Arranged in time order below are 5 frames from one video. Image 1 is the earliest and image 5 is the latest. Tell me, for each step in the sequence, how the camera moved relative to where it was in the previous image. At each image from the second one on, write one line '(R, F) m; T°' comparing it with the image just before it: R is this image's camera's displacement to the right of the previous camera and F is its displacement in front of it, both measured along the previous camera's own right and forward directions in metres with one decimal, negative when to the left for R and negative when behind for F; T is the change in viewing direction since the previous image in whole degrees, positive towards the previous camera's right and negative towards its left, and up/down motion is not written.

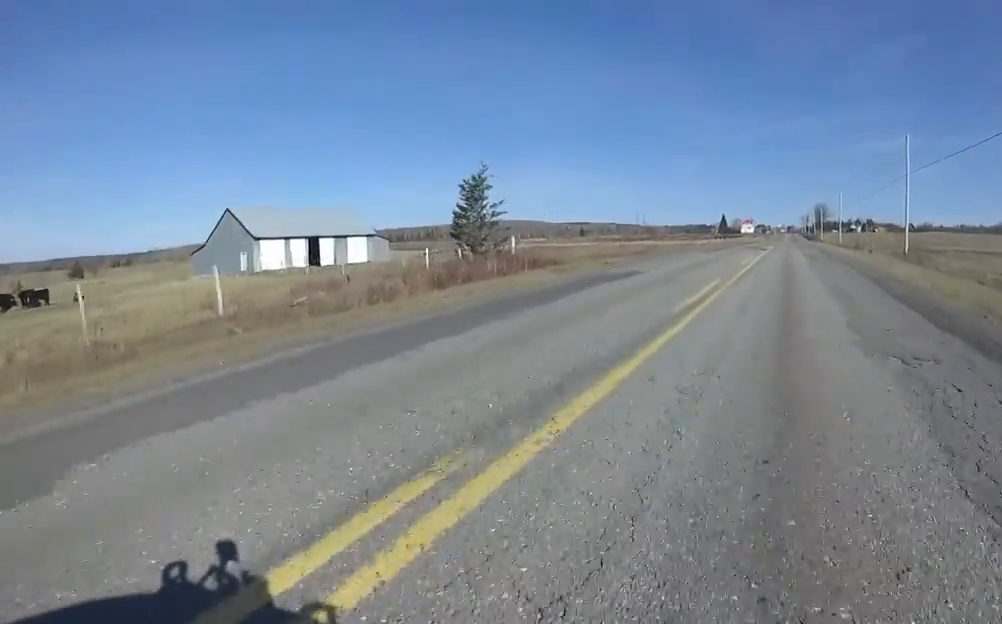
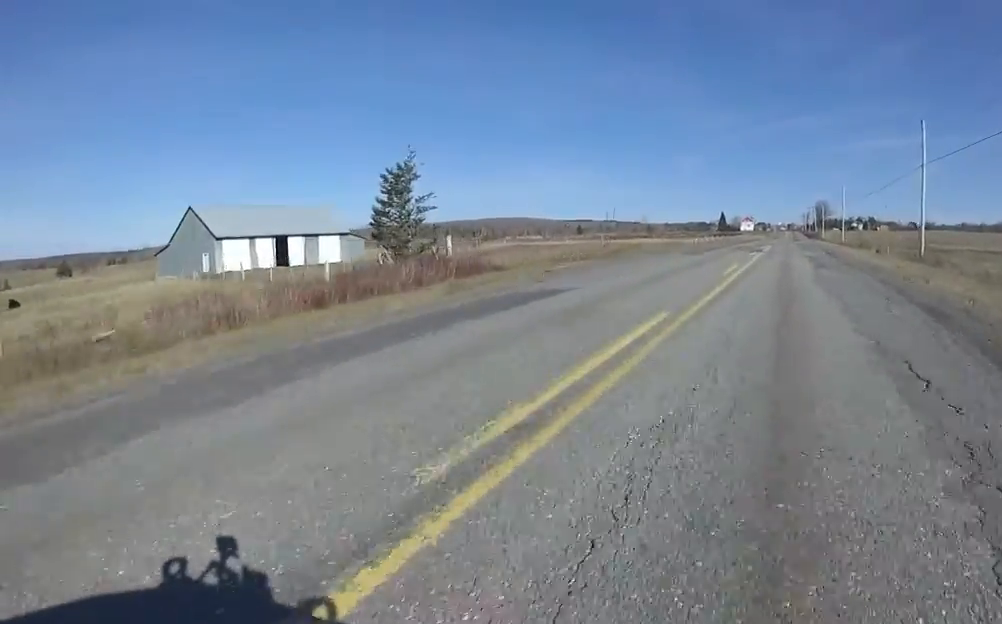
(+0.5, +5.1) m; +4°
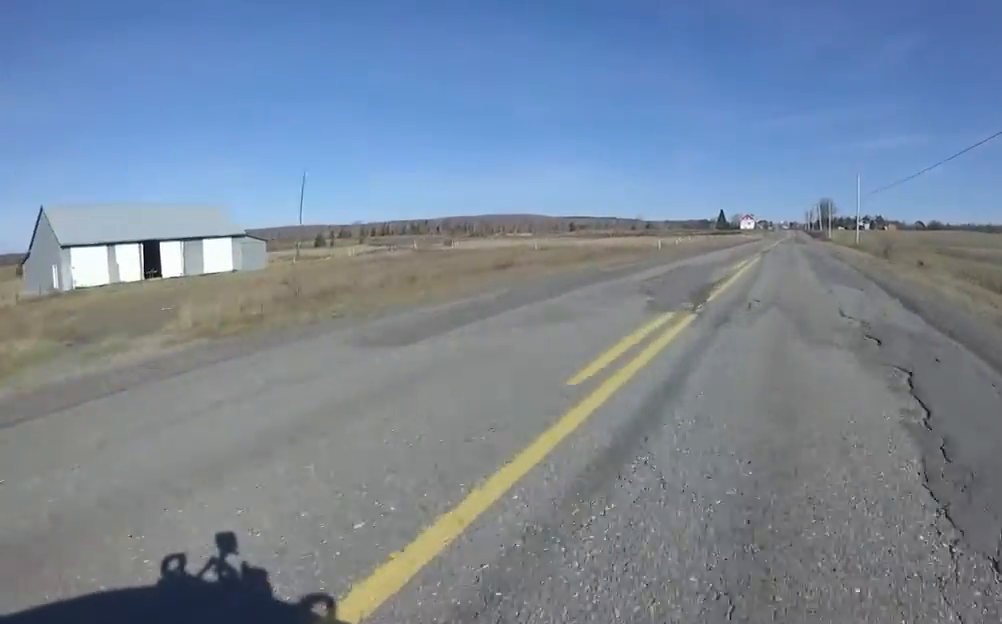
(+1.0, +16.1) m; -2°
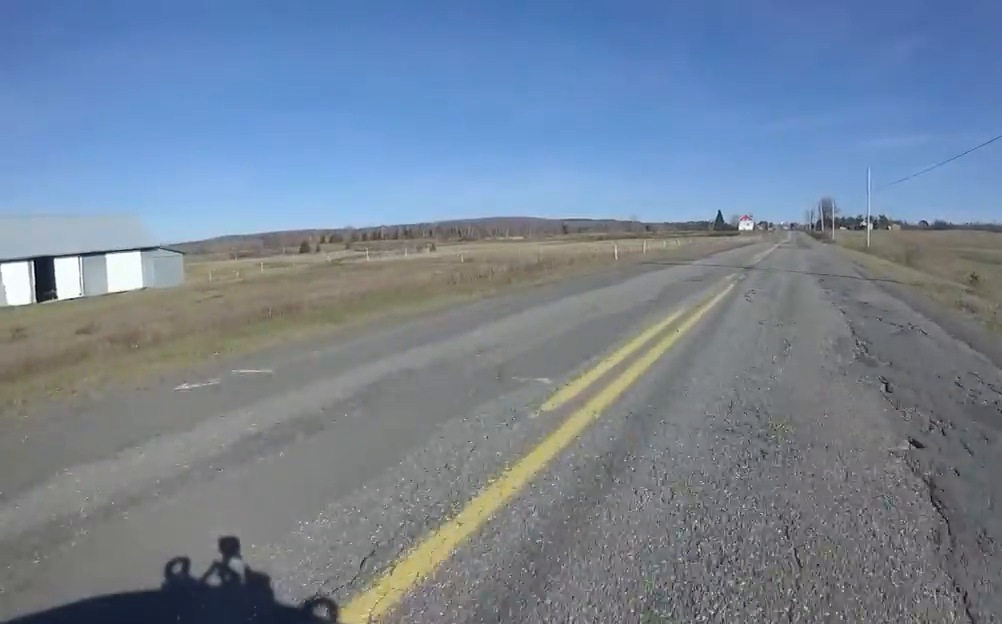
(-0.6, +9.7) m; +1°
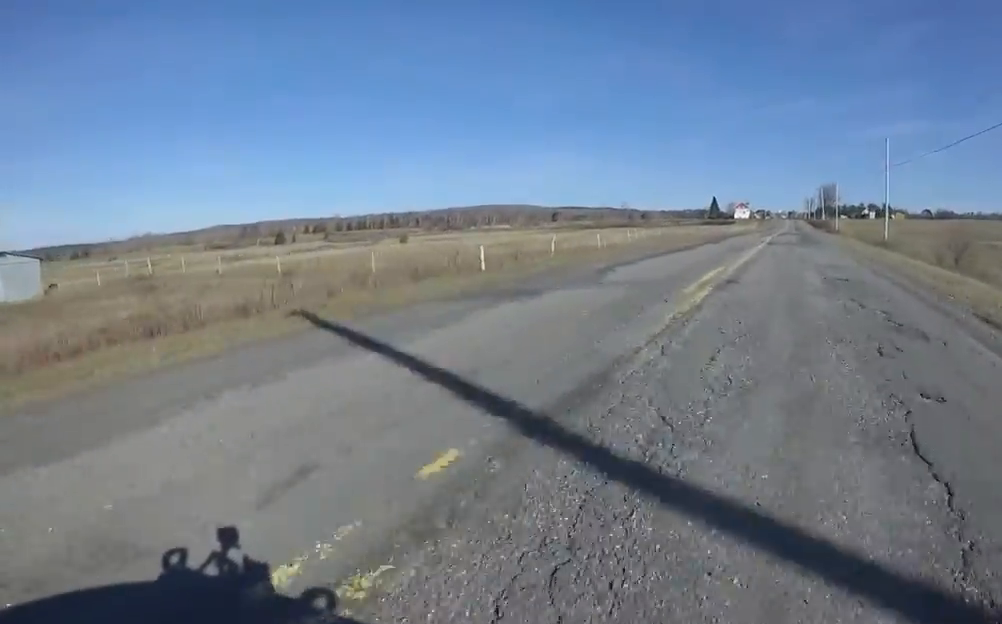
(+0.8, +13.2) m; -1°
